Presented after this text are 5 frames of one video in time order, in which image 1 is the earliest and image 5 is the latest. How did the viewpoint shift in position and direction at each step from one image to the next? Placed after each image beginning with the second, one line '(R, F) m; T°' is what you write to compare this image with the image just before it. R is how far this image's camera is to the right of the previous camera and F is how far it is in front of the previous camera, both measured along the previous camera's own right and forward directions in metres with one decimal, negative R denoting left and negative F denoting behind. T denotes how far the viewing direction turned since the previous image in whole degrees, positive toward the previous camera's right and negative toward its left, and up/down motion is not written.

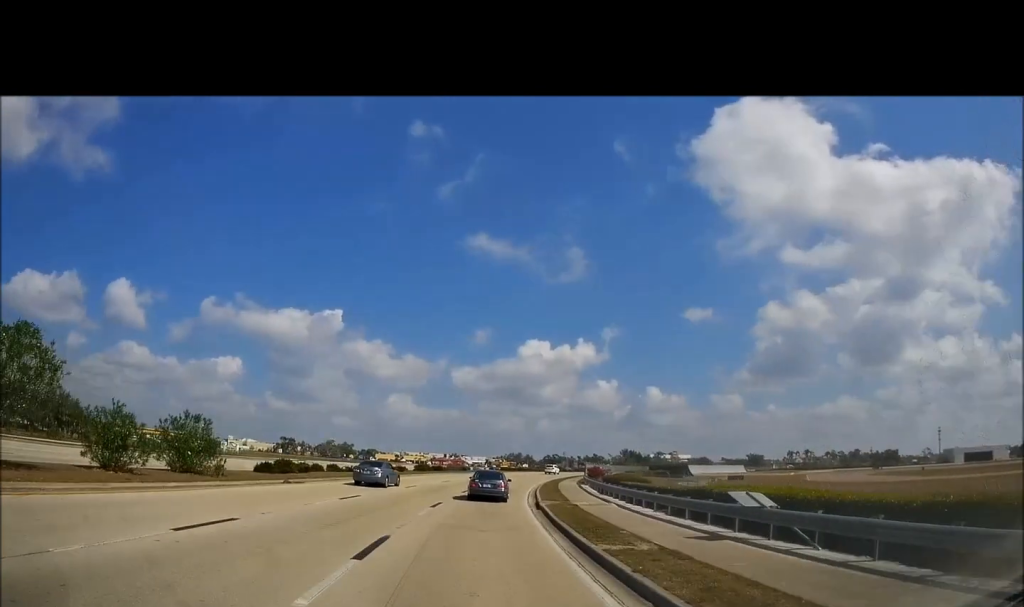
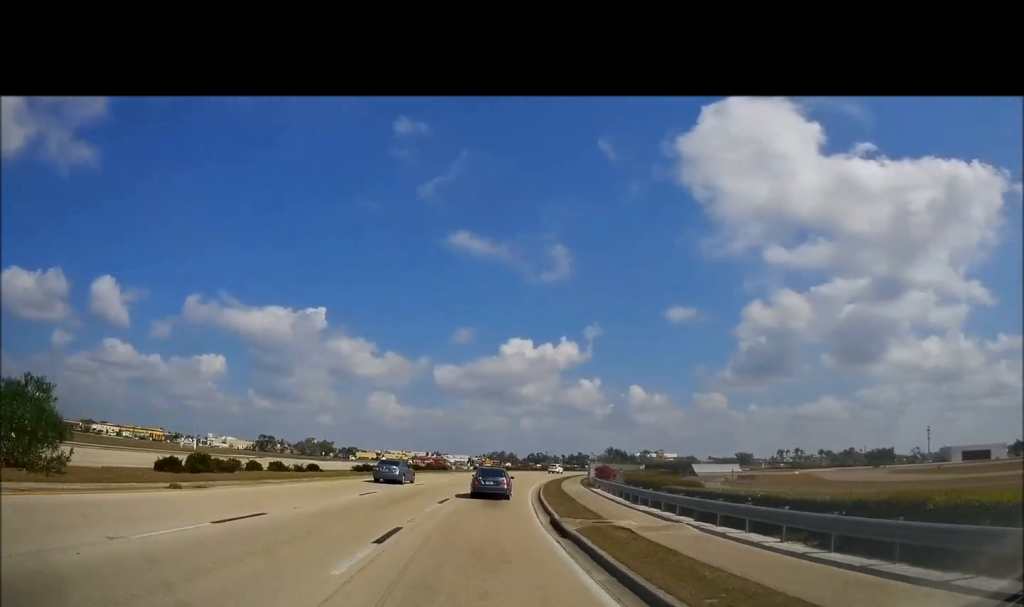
(+0.1, +10.2) m; +1°
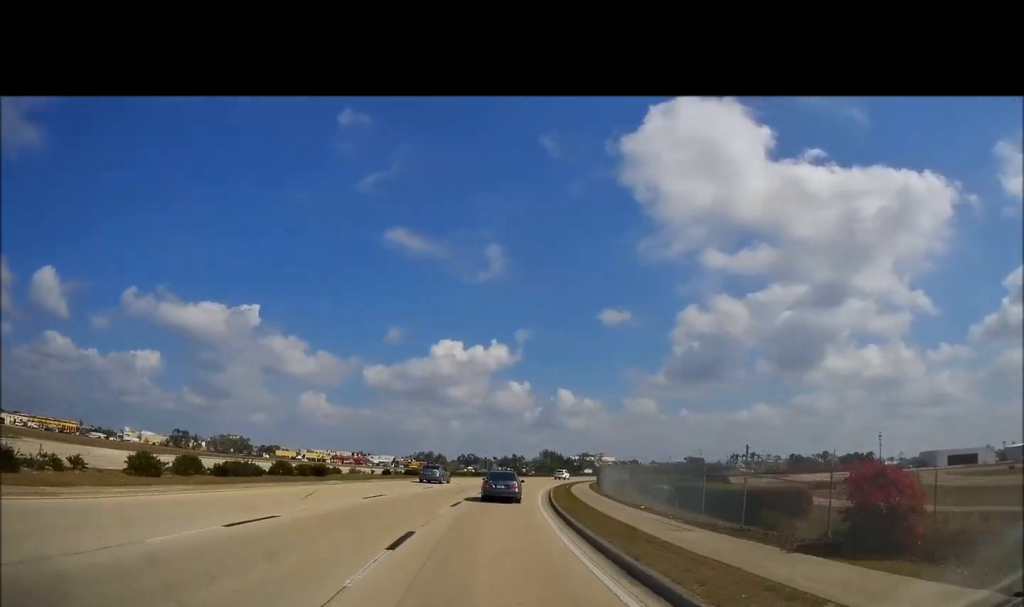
(+2.6, +36.4) m; +9°
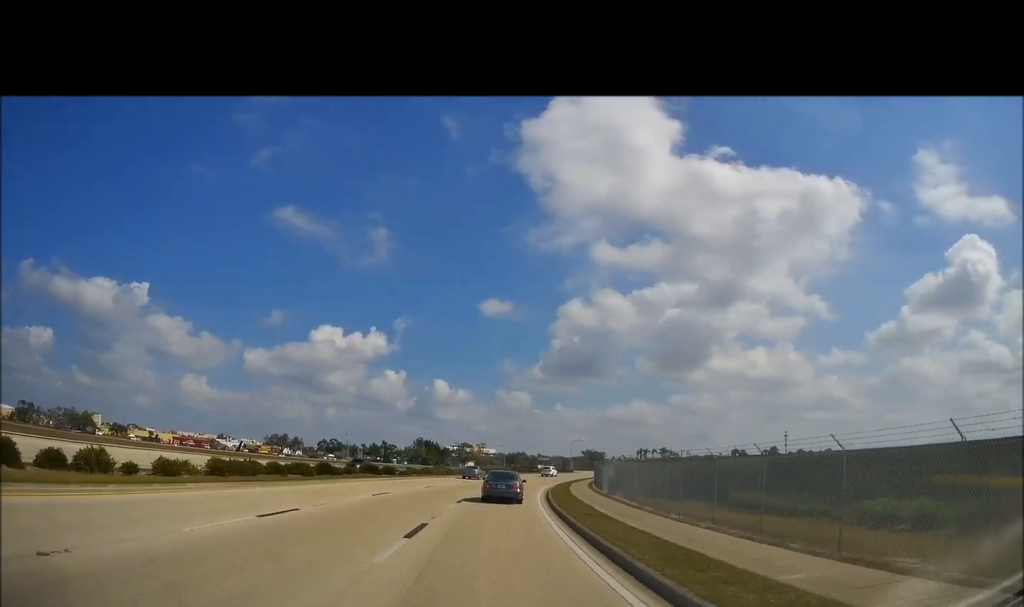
(+4.4, +58.3) m; +10°
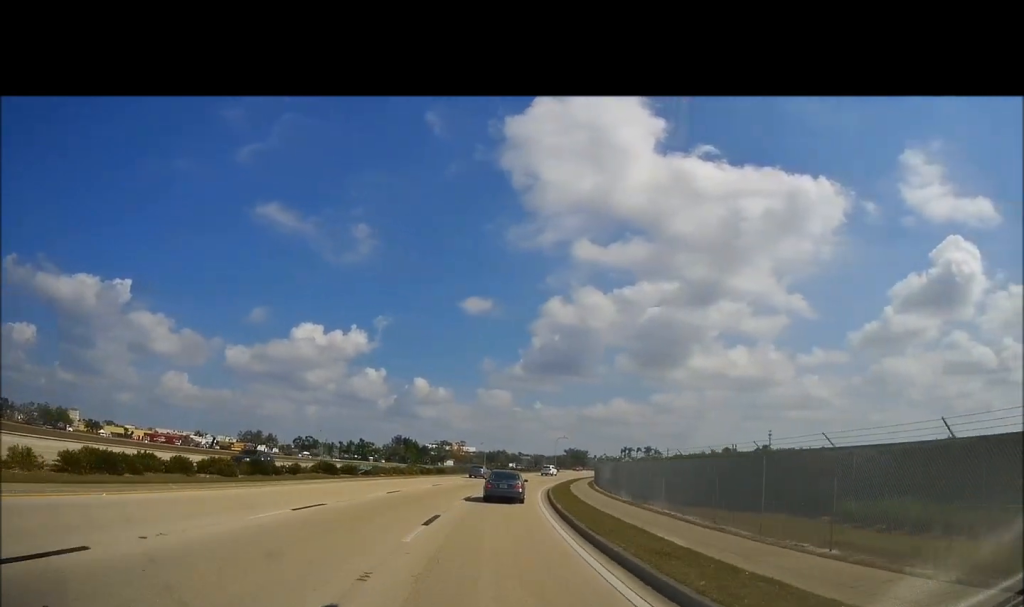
(+0.3, +9.6) m; +3°
